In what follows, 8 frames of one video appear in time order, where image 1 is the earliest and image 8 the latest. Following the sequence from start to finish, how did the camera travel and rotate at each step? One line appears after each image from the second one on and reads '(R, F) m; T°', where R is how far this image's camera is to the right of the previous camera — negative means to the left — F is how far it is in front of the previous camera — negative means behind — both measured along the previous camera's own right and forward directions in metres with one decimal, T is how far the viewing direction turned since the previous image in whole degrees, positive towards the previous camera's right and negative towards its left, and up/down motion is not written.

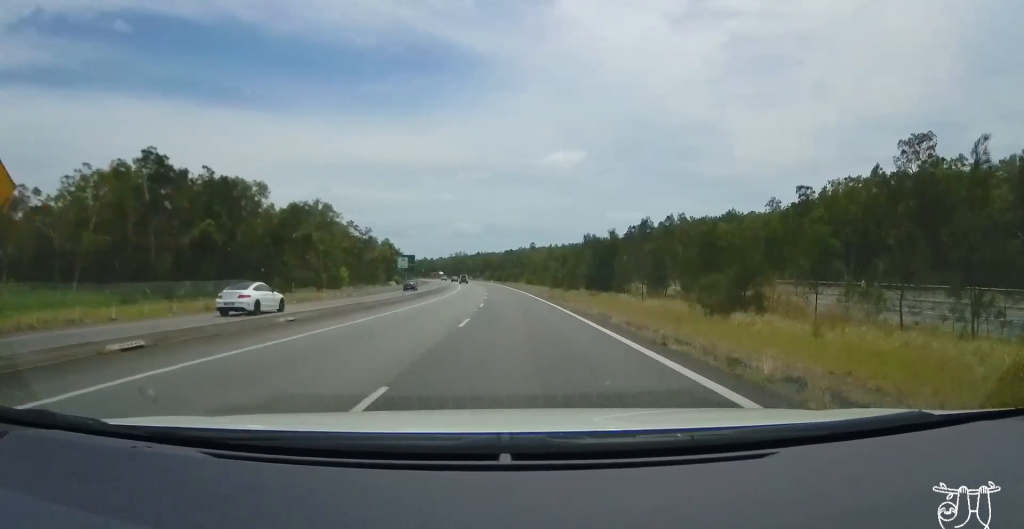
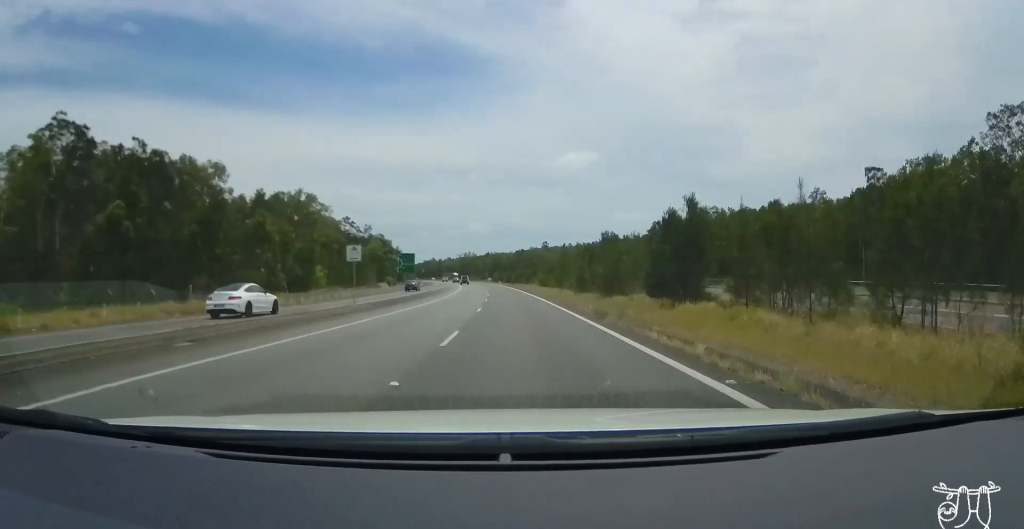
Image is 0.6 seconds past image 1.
(-0.4, +16.7) m; -1°
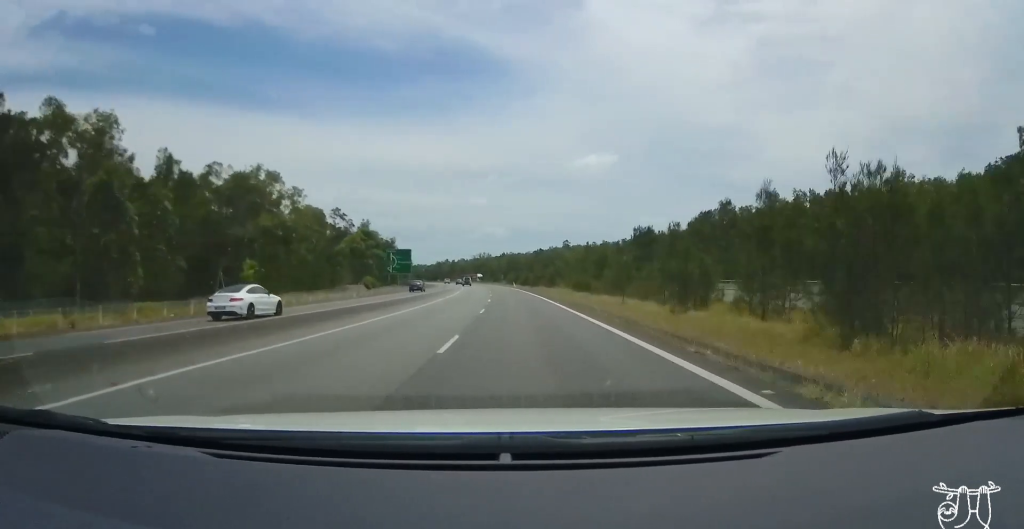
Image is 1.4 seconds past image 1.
(-0.1, +26.2) m; -1°
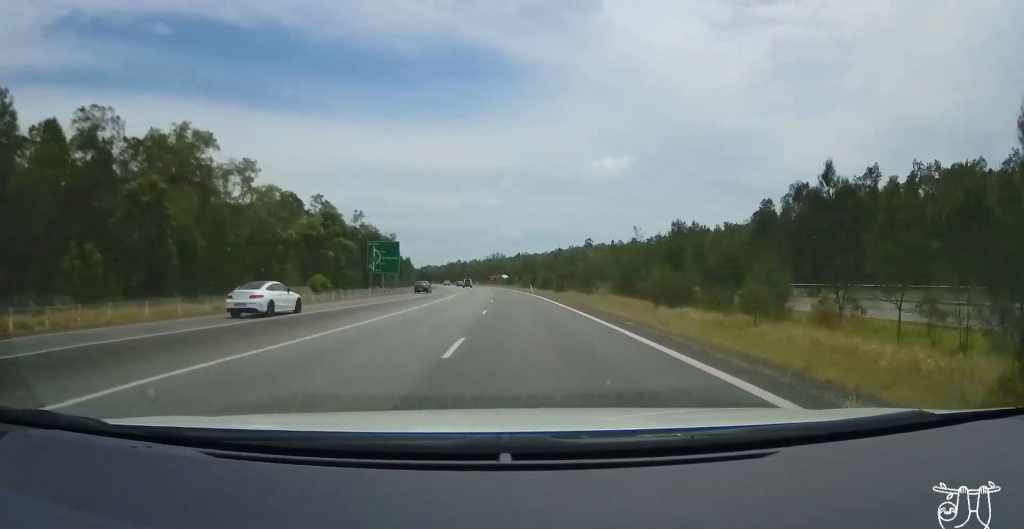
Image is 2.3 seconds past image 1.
(-0.2, +25.9) m; -1°
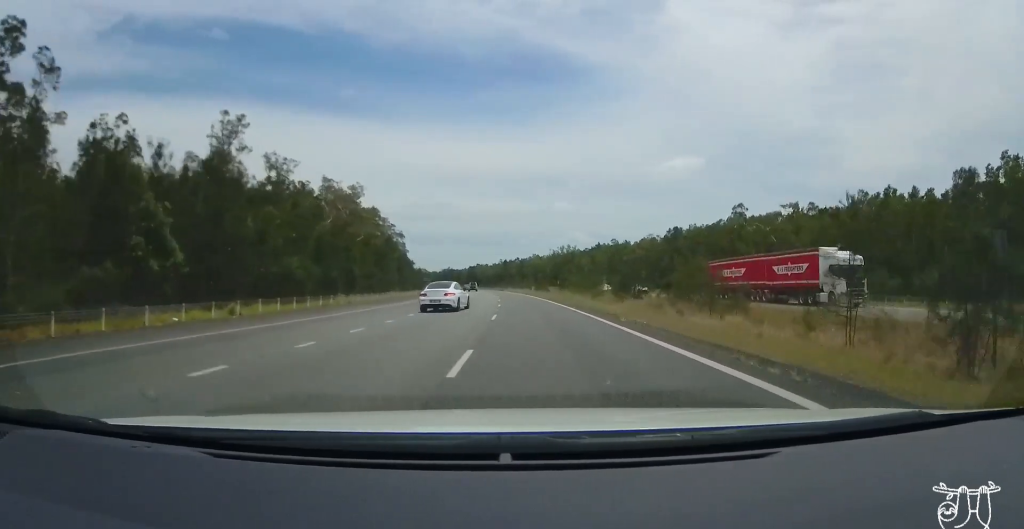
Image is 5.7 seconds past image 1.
(-3.1, +98.6) m; -5°
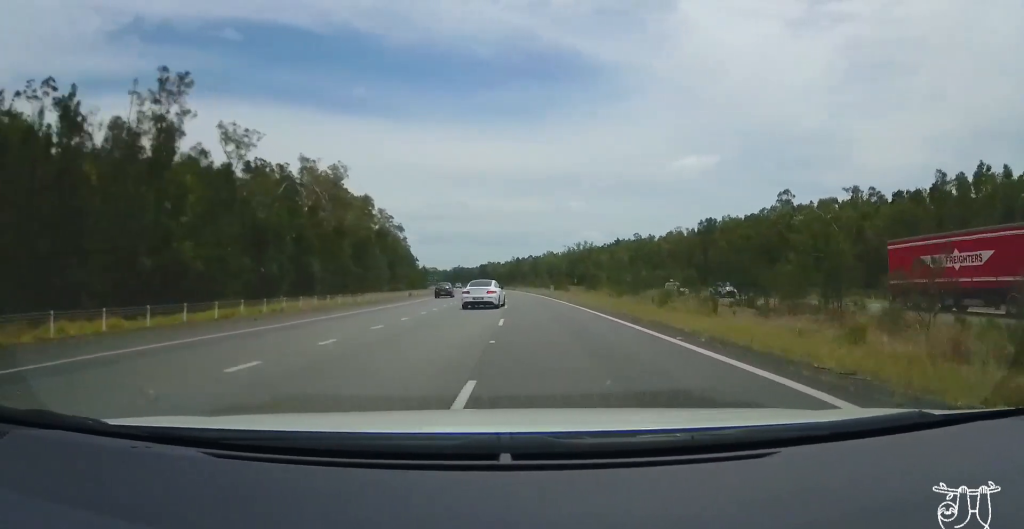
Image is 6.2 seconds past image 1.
(-0.3, +15.2) m; -2°
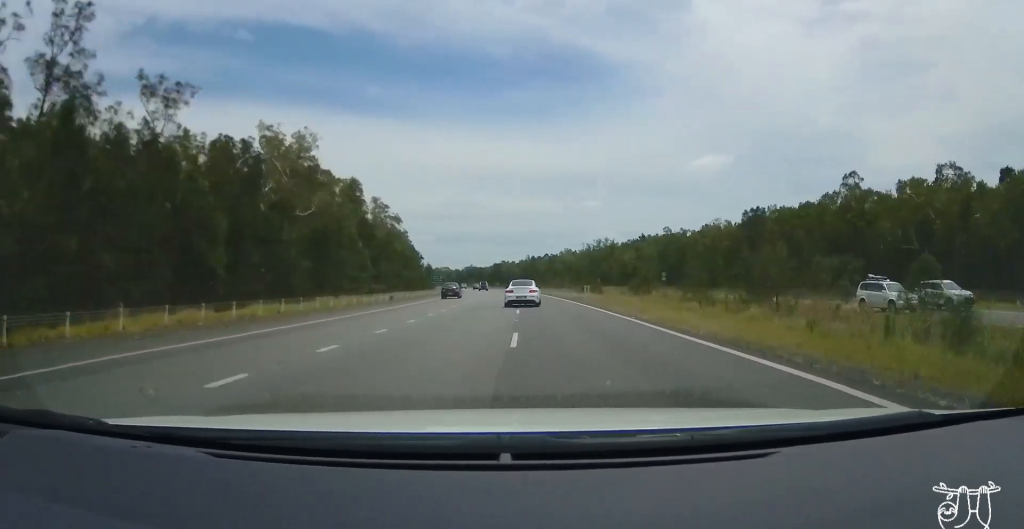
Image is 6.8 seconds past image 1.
(-0.1, +17.6) m; -2°
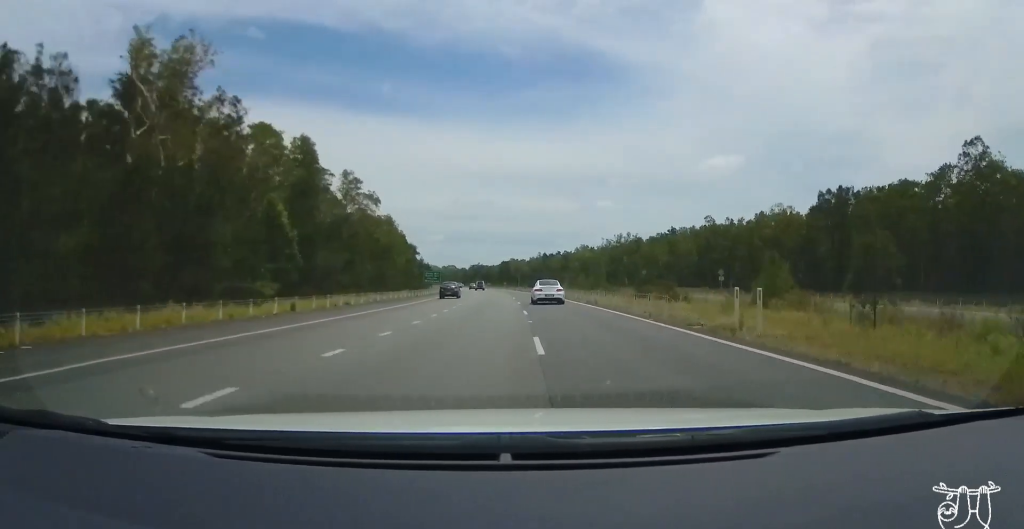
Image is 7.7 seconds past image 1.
(-0.8, +25.9) m; -2°
